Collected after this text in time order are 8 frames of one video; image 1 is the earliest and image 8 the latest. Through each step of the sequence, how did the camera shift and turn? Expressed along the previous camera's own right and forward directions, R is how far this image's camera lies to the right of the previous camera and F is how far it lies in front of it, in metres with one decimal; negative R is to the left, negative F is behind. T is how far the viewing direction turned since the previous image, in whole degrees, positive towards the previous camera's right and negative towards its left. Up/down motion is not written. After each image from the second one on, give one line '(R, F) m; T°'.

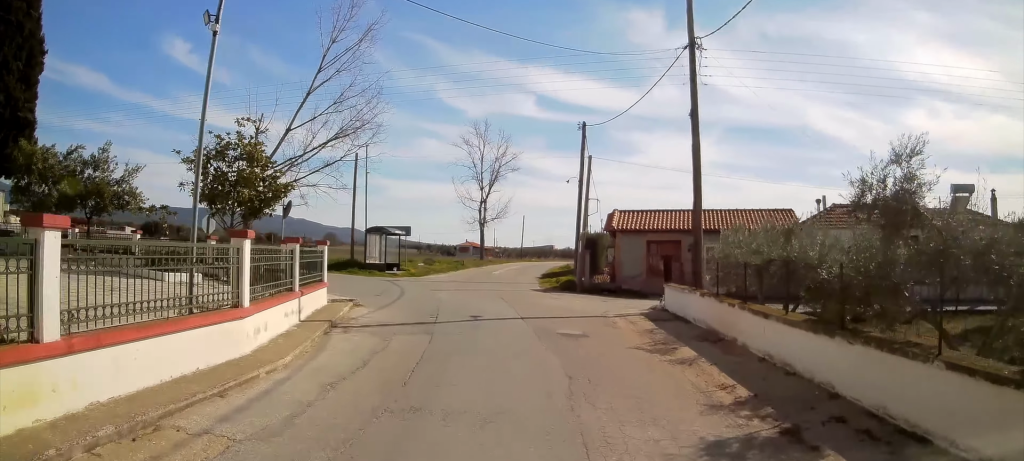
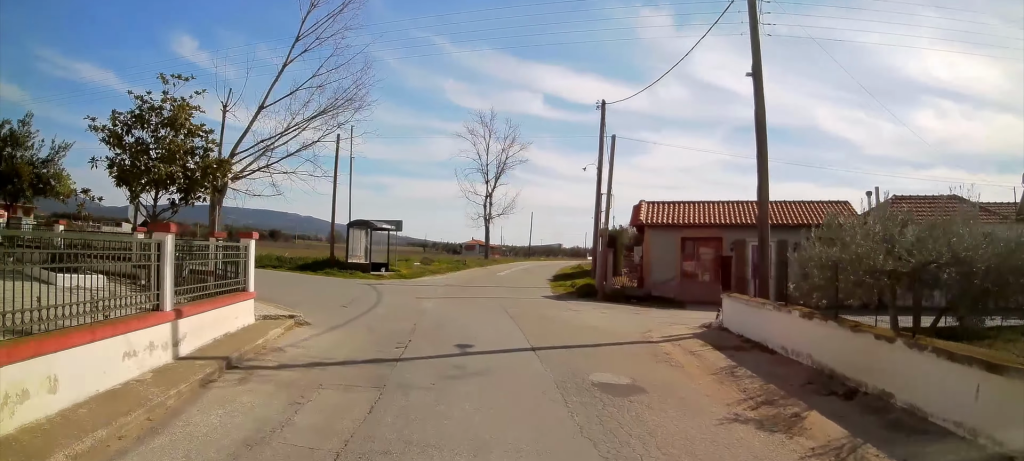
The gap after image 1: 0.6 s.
(-0.1, +4.2) m; -2°
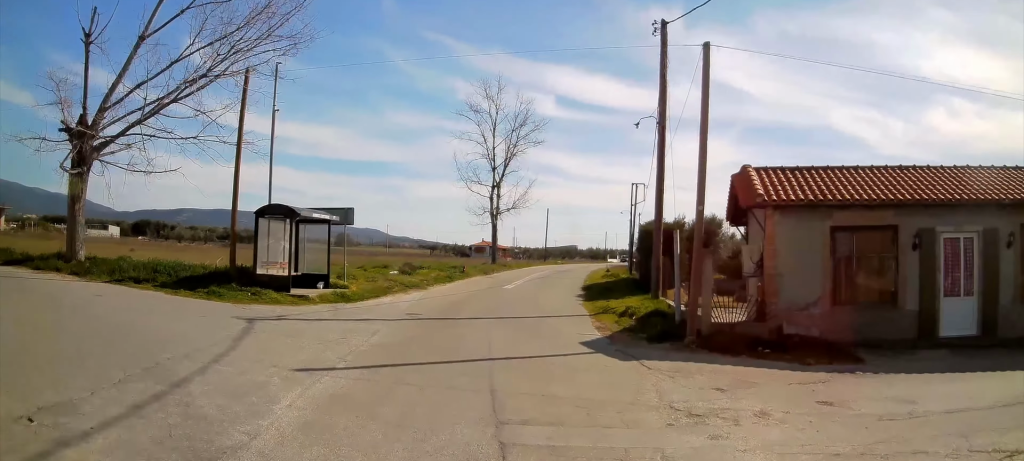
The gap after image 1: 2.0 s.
(0.0, +9.8) m; 0°
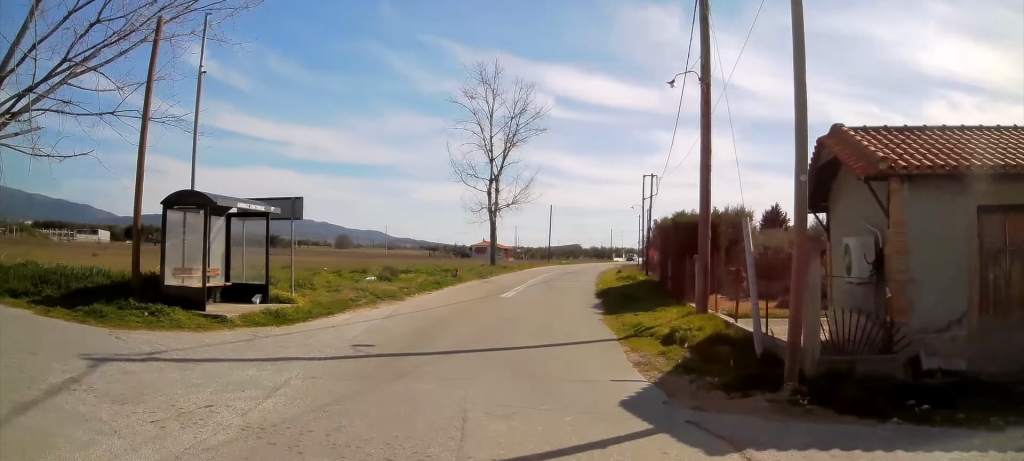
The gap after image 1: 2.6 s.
(+0.2, +4.3) m; -1°
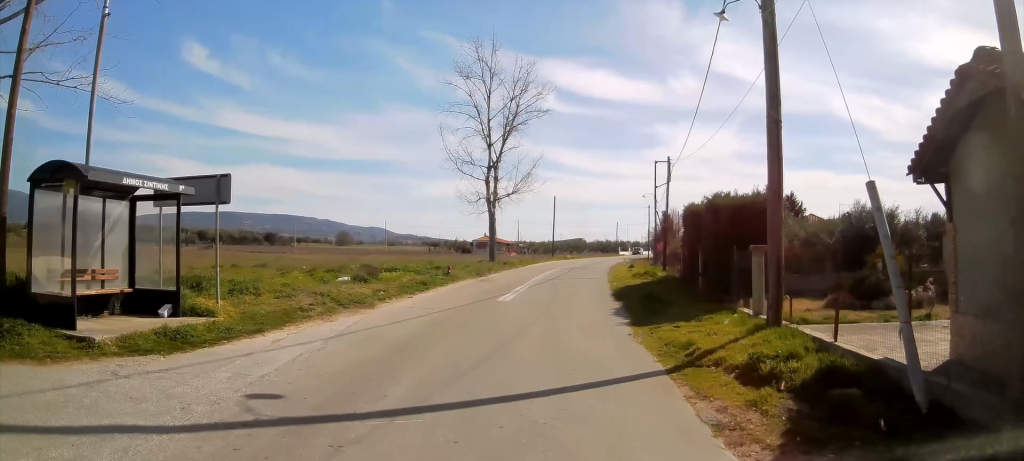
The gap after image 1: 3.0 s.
(-0.2, +3.8) m; -1°
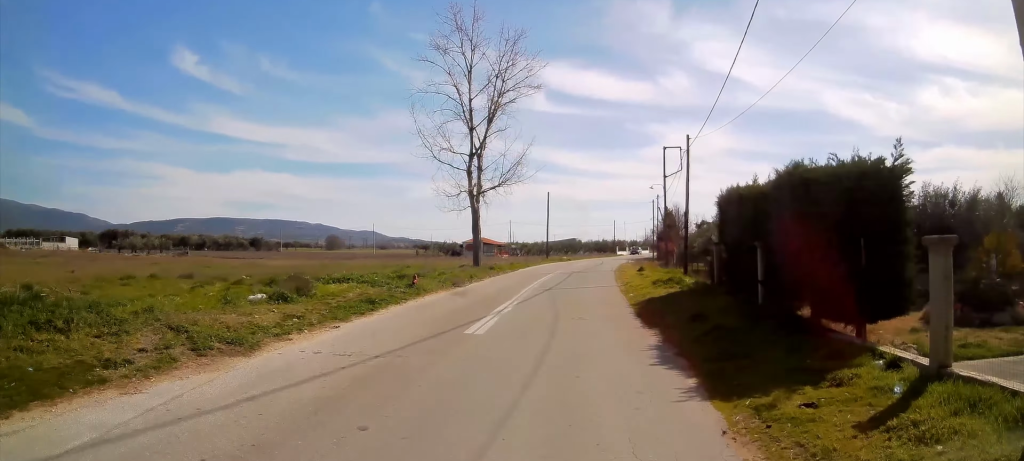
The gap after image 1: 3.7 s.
(-0.2, +5.8) m; -1°
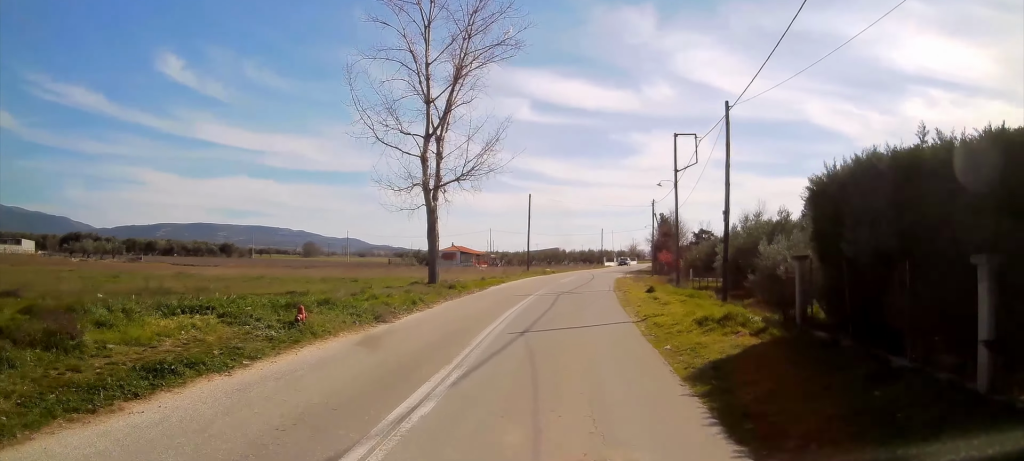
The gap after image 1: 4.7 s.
(+0.1, +8.3) m; +1°
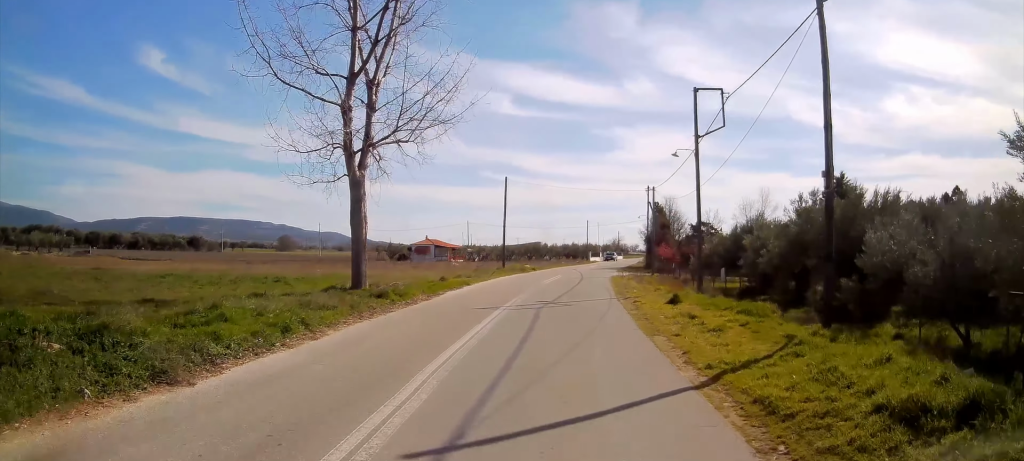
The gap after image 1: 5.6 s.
(-0.1, +8.3) m; +3°
